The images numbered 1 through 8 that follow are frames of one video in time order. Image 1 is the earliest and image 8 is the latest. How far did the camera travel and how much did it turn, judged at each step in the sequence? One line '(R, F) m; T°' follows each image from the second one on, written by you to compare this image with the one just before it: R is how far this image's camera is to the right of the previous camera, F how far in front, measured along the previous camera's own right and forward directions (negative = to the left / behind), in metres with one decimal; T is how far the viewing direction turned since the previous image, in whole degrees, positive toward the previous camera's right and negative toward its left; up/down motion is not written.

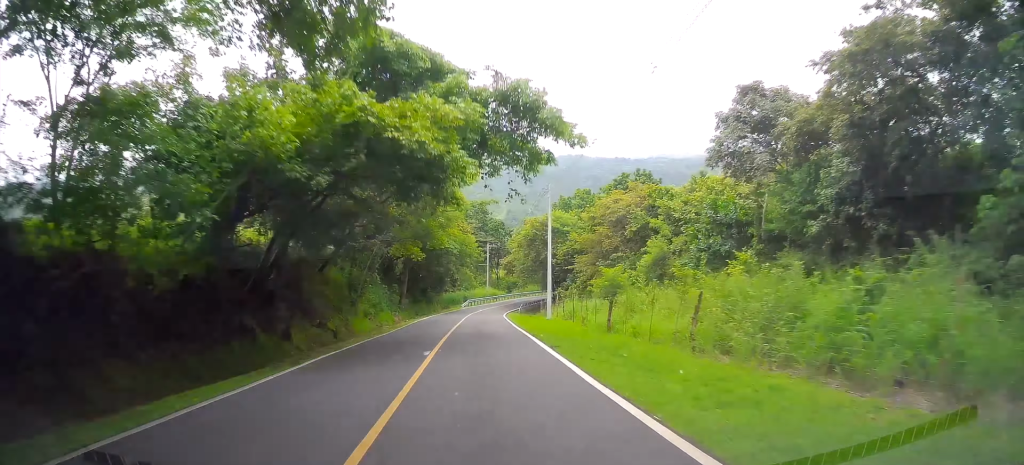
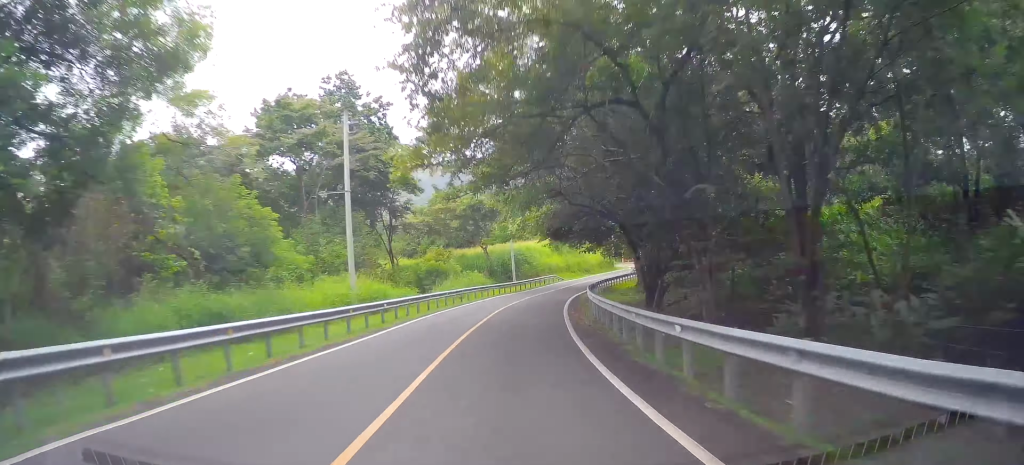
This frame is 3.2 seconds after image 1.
(+2.0, +73.0) m; +6°
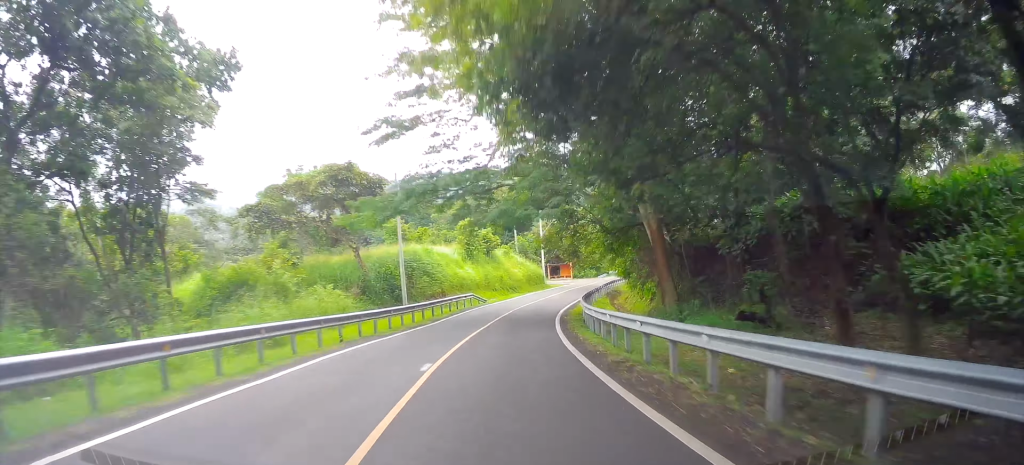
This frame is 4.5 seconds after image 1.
(+1.9, +28.2) m; +7°
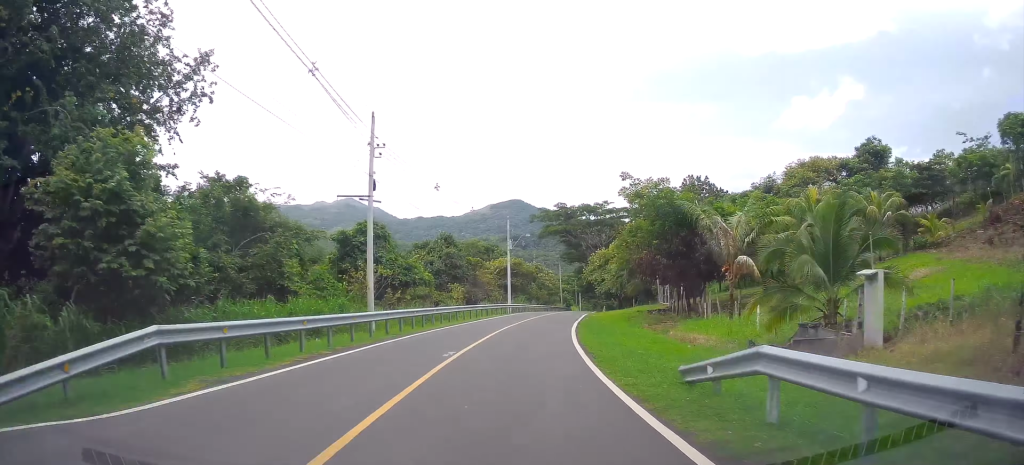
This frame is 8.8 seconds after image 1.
(+20.5, +92.7) m; +28°
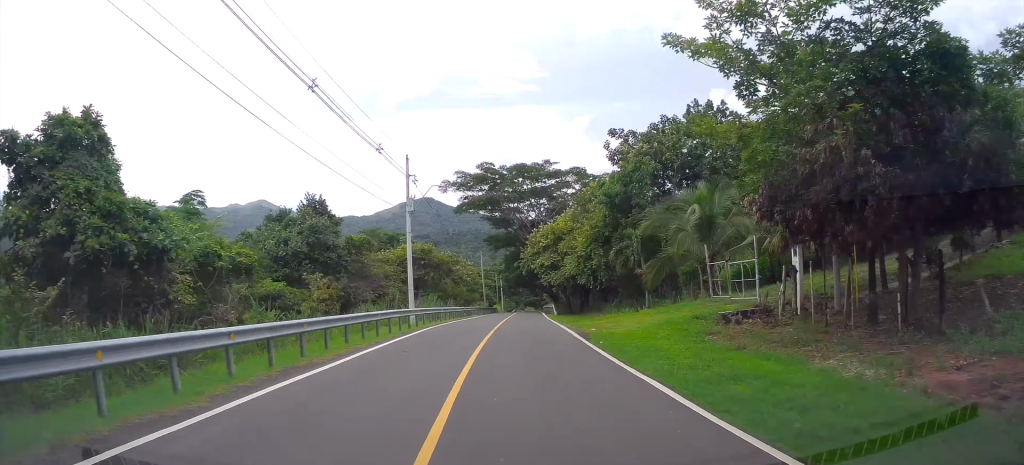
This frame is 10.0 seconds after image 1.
(+2.6, +27.3) m; +8°
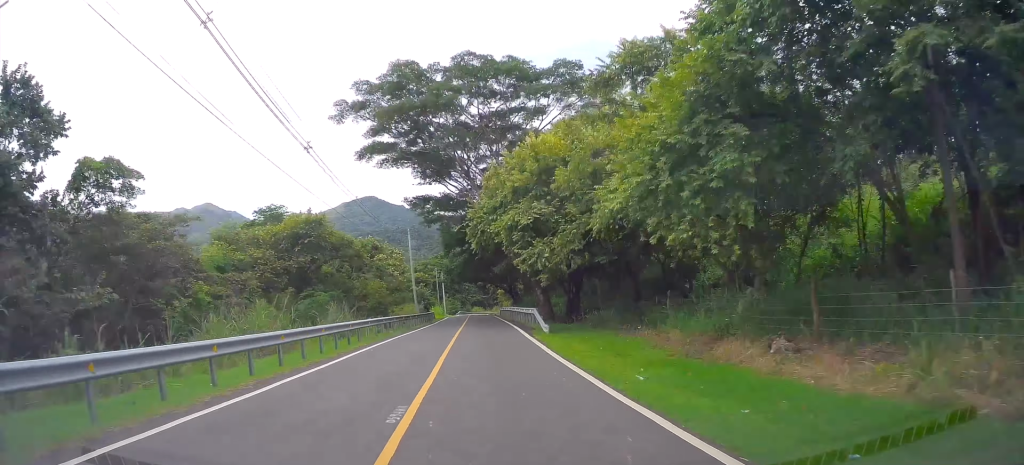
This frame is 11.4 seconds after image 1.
(+2.0, +29.3) m; +7°
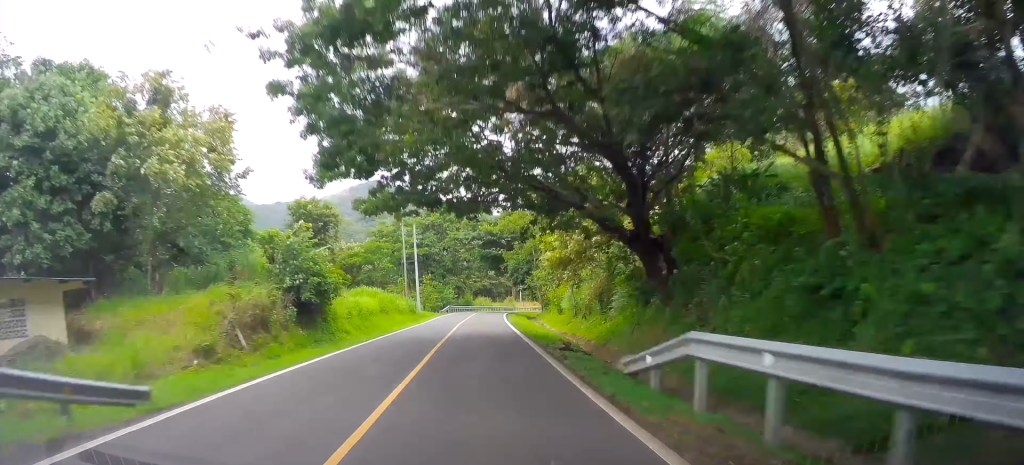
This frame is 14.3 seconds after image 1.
(+6.3, +62.7) m; +6°
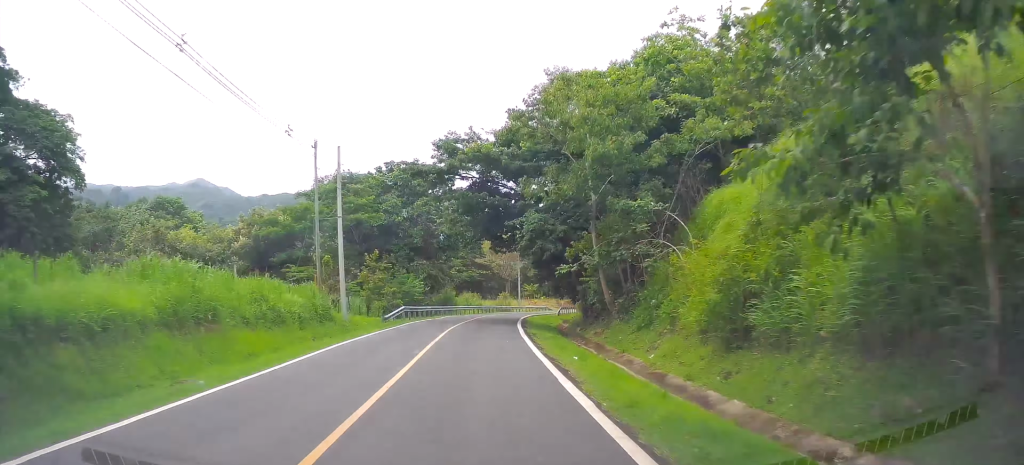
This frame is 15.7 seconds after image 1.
(+0.1, +30.9) m; +1°
